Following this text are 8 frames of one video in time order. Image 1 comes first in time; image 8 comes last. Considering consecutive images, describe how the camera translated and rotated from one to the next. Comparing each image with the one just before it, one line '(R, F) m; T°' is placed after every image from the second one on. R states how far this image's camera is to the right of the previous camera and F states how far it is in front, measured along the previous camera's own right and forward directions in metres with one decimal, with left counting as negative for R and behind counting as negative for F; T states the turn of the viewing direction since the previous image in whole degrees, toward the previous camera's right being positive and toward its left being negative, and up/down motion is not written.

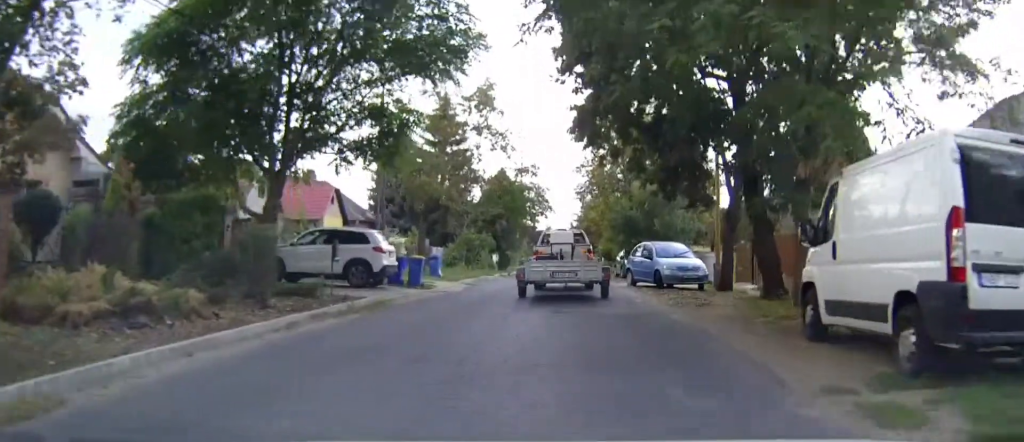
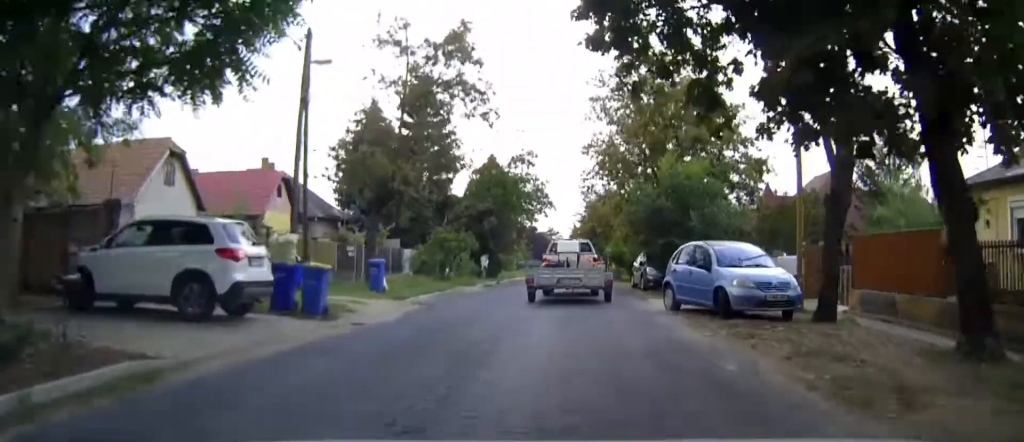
(-0.1, +8.9) m; 0°
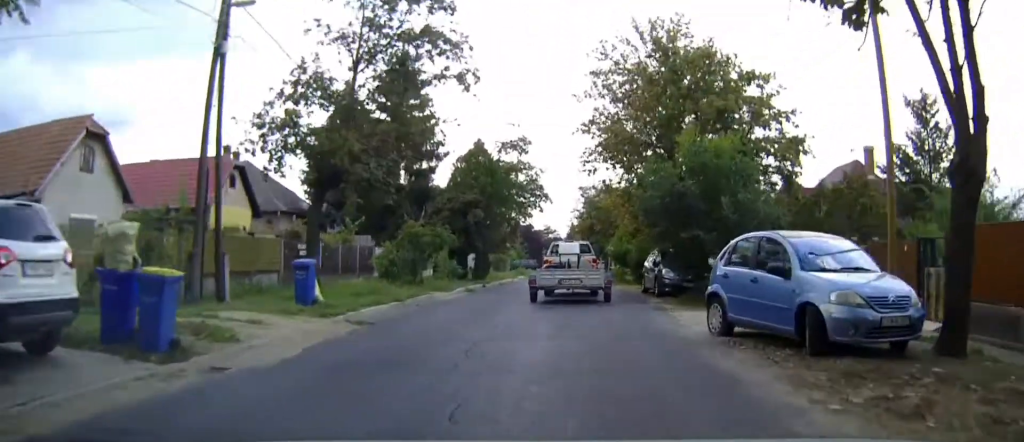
(-0.1, +5.4) m; +1°
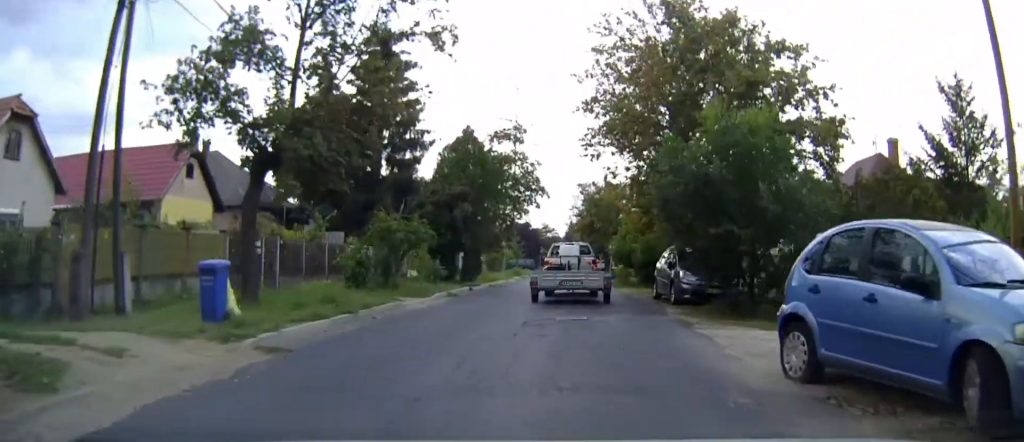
(+0.1, +3.8) m; +1°
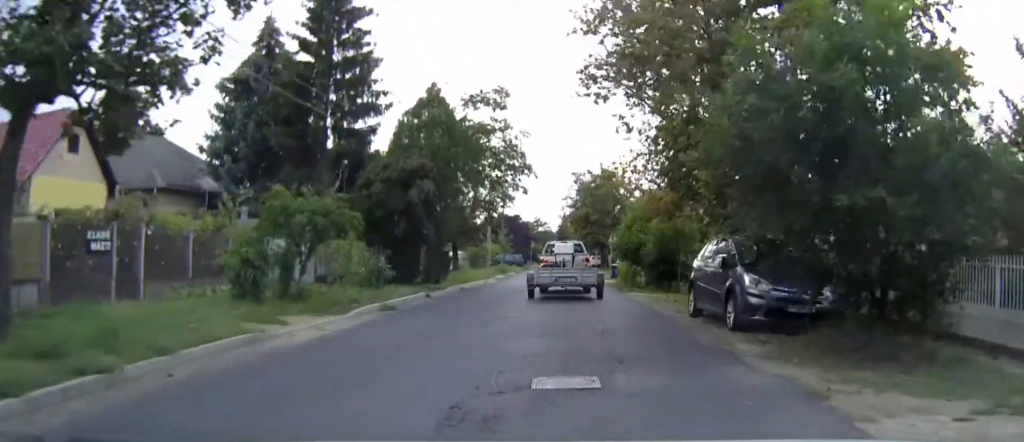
(+0.1, +7.7) m; 0°
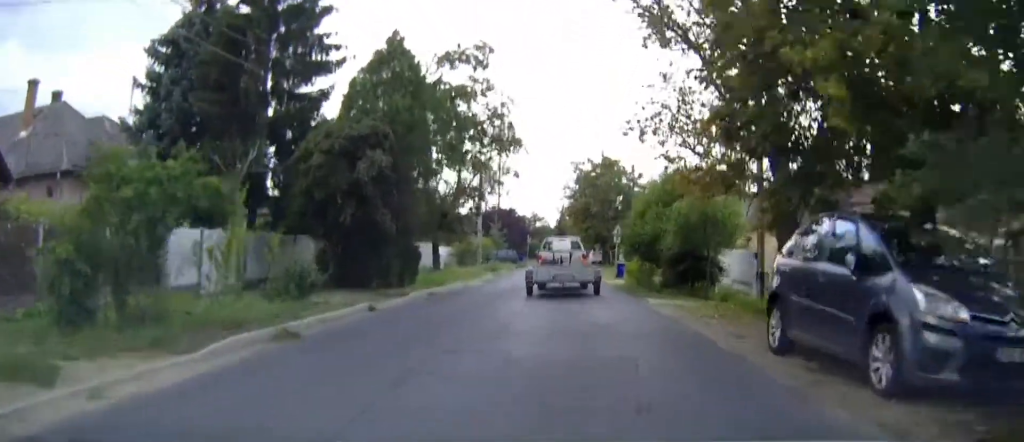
(0.0, +5.8) m; 0°
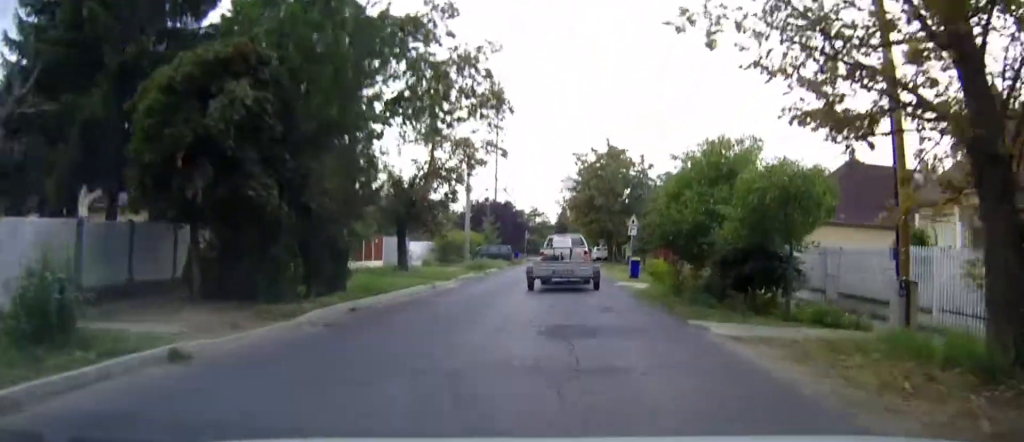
(-0.1, +8.1) m; 0°
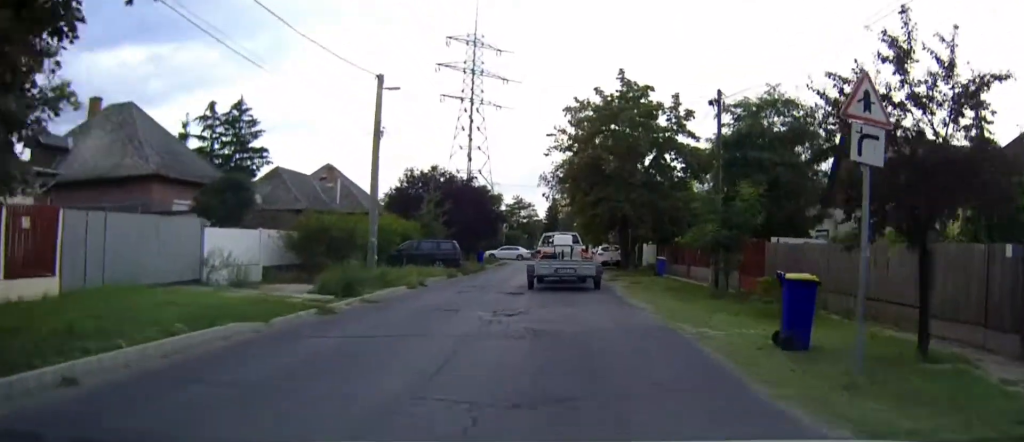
(+0.5, +23.8) m; +2°
